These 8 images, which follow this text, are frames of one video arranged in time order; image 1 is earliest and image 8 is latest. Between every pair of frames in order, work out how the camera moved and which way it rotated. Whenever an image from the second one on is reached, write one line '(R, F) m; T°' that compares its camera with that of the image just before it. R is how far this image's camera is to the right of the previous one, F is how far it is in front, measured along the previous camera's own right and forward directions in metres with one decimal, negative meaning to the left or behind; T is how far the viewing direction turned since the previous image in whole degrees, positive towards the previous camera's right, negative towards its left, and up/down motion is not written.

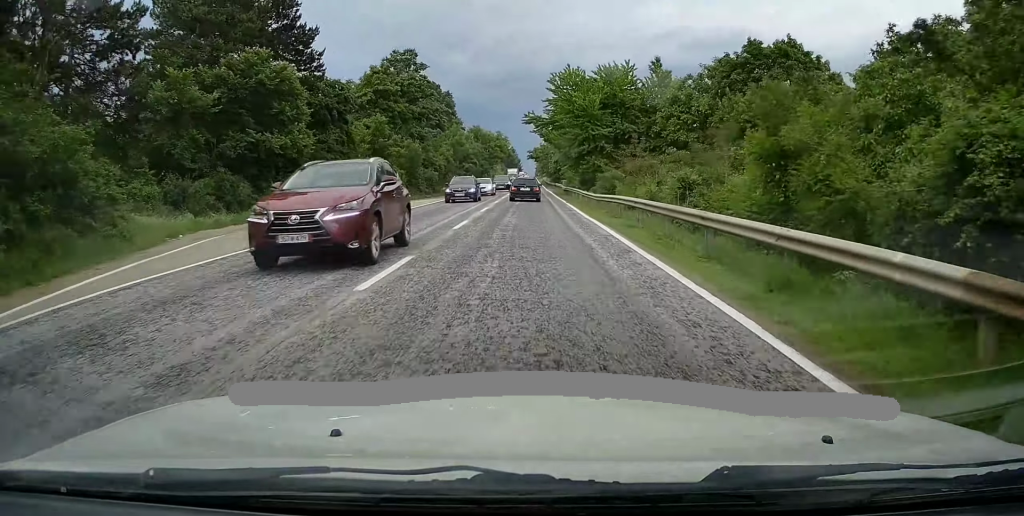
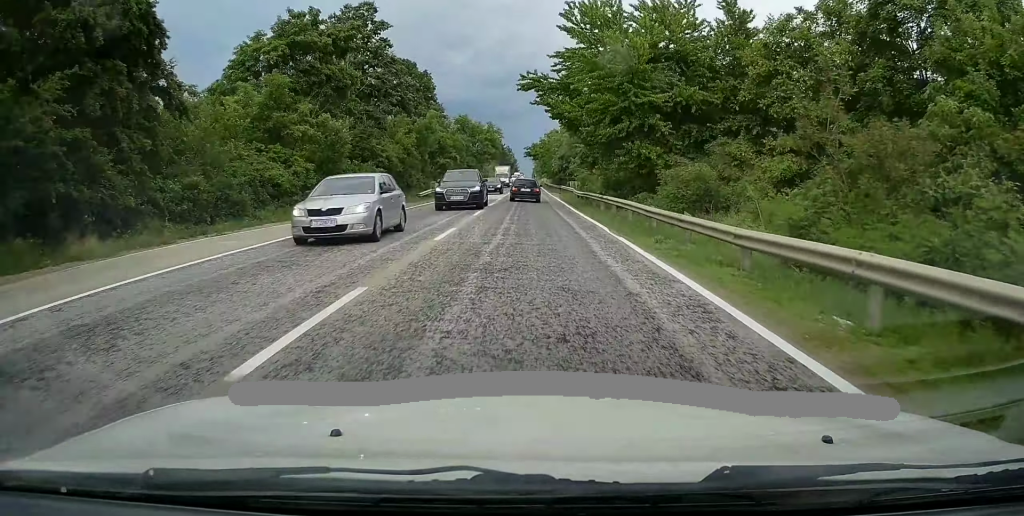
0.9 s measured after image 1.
(-0.3, +20.8) m; -1°
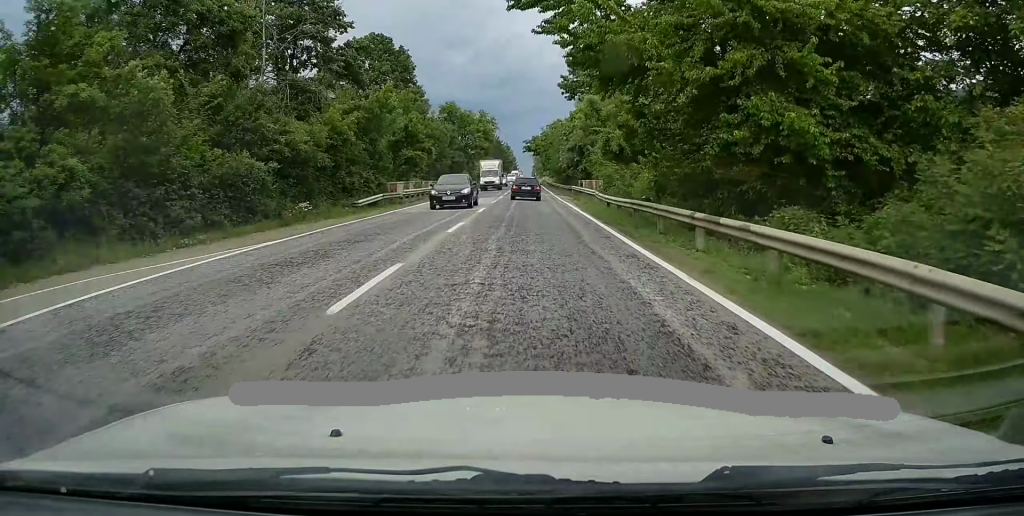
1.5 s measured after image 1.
(0.0, +16.2) m; 0°
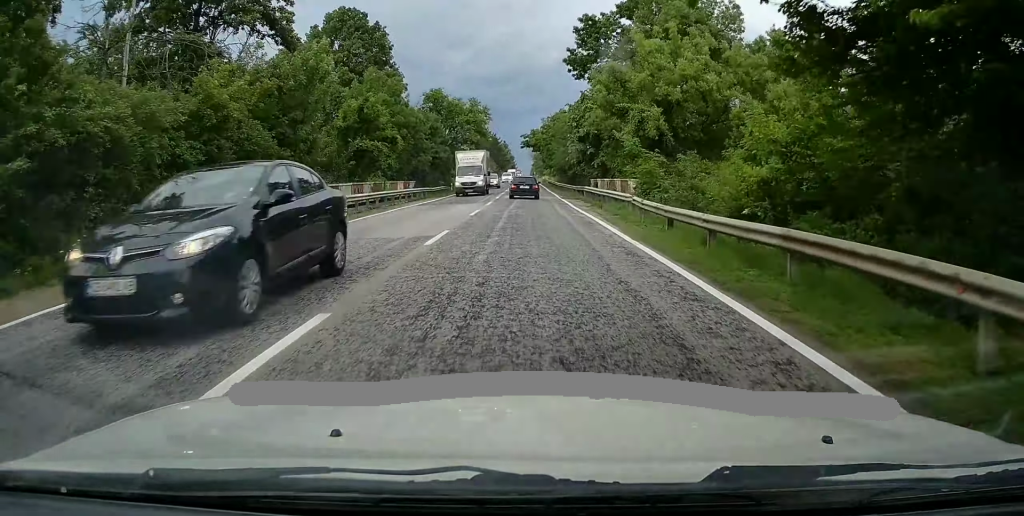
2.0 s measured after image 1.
(-0.1, +12.1) m; +1°
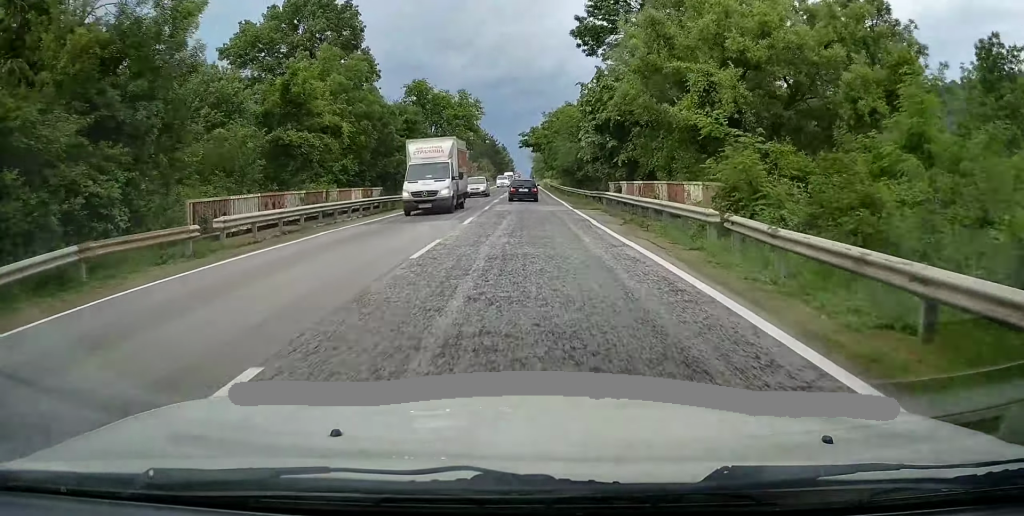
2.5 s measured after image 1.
(+0.2, +10.4) m; 0°
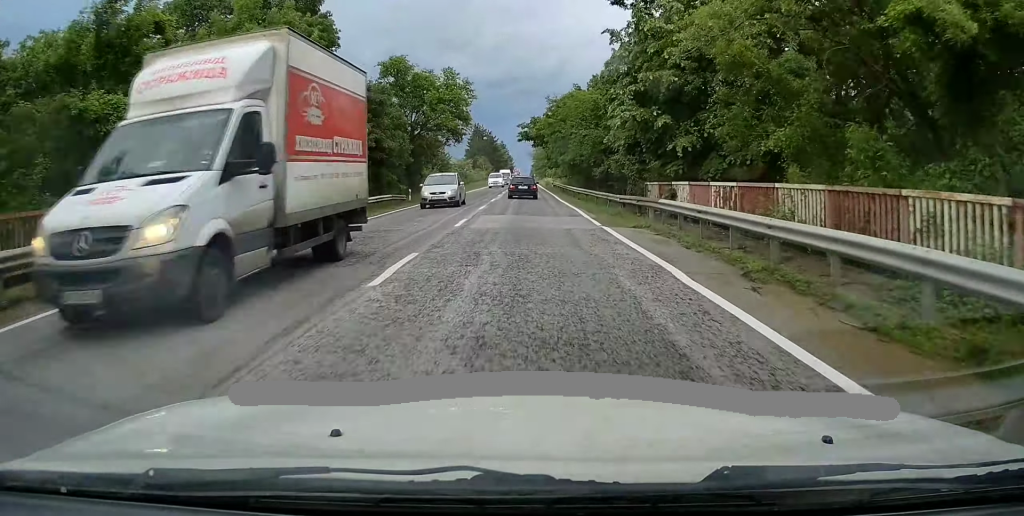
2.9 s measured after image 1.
(+0.2, +11.3) m; 0°
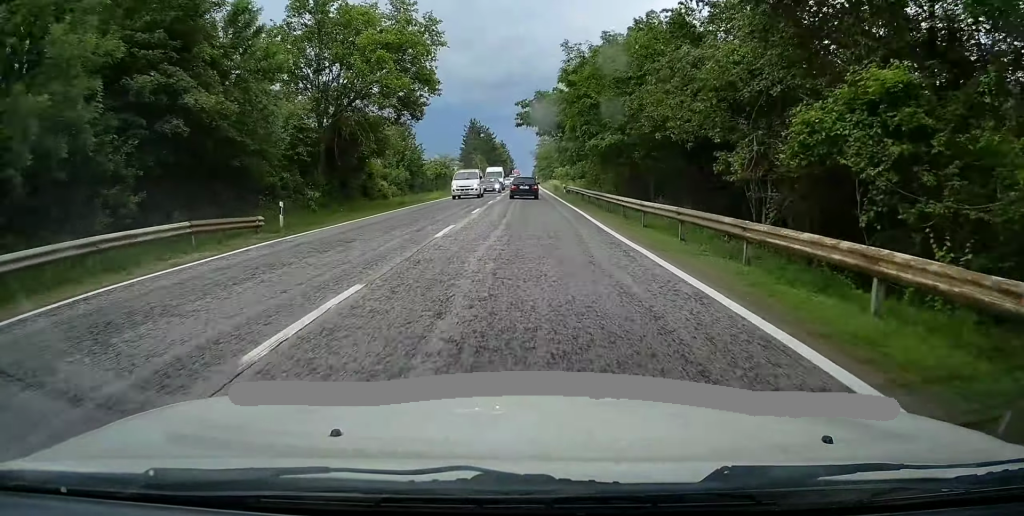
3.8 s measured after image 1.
(-0.3, +21.5) m; -1°
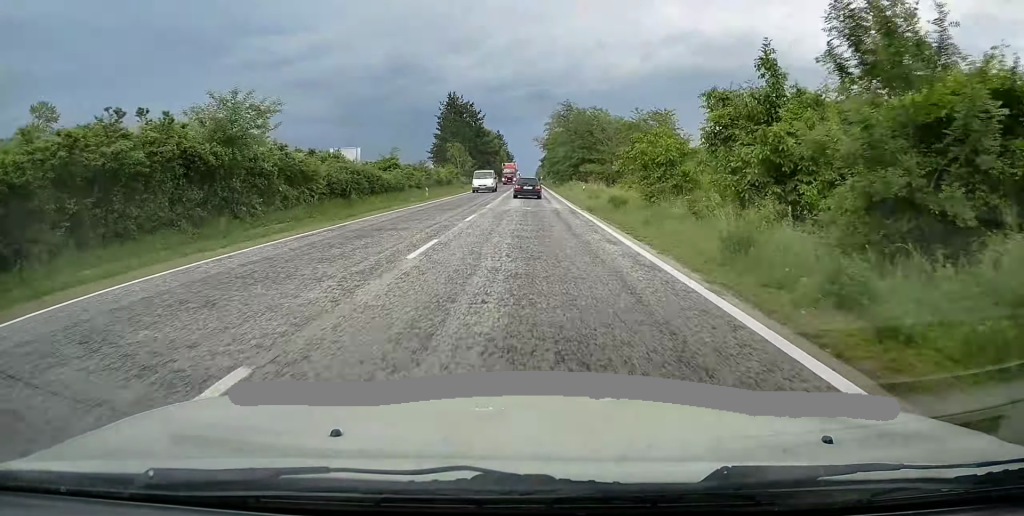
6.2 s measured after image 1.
(-0.3, +57.5) m; 0°
